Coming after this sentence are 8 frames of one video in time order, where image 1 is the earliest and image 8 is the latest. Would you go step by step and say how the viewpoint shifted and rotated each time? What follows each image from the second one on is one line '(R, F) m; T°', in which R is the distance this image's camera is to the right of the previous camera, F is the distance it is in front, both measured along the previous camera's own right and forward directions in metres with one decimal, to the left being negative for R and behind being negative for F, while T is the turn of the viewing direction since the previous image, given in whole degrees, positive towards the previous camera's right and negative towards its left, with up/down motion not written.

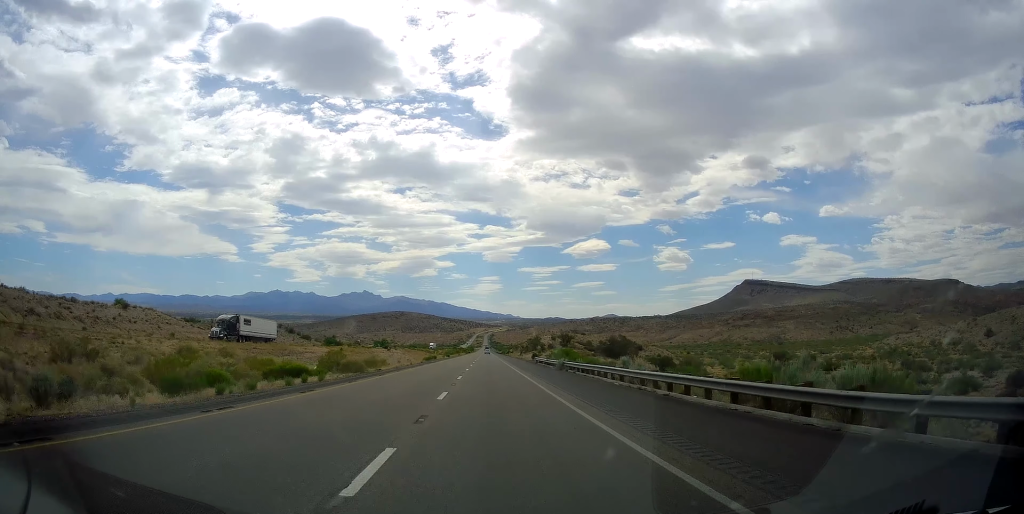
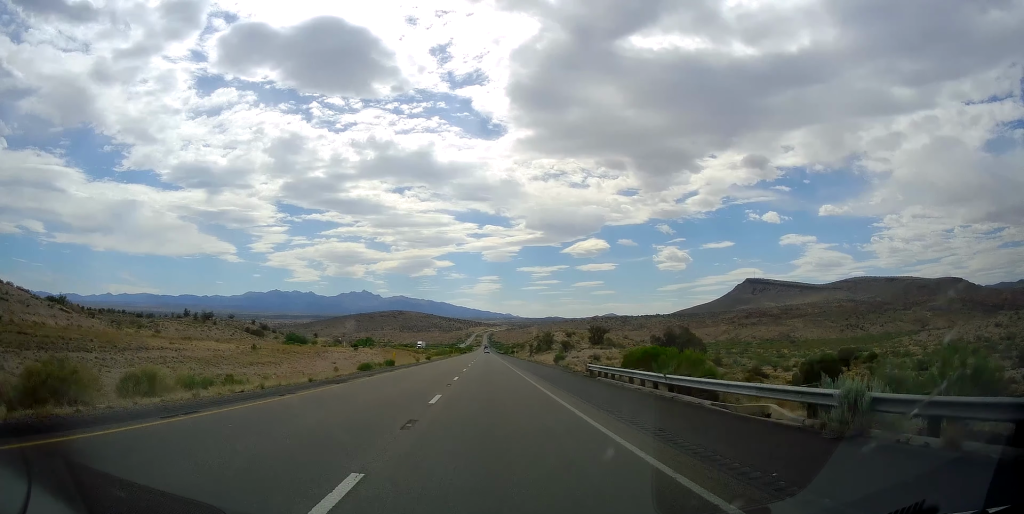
(0.0, +38.1) m; 0°
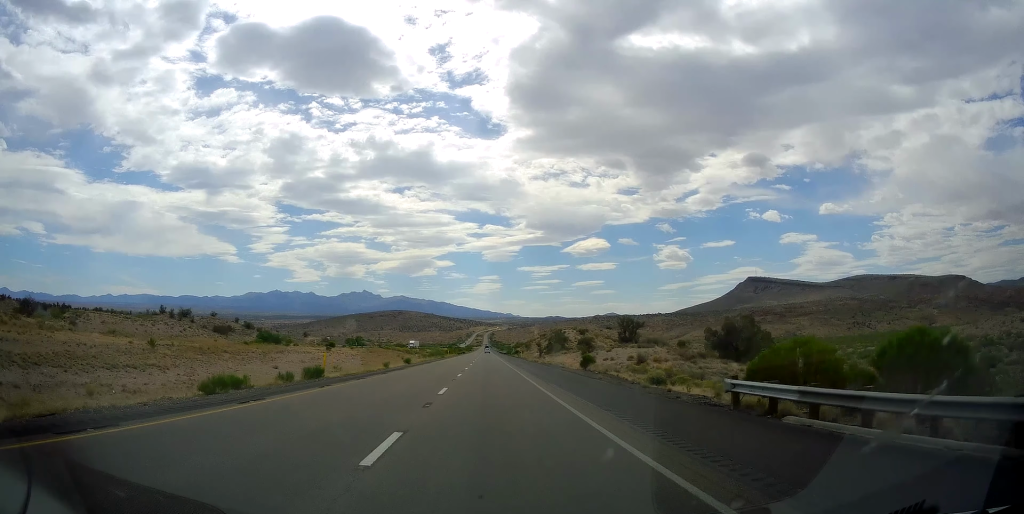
(0.0, +20.9) m; 0°
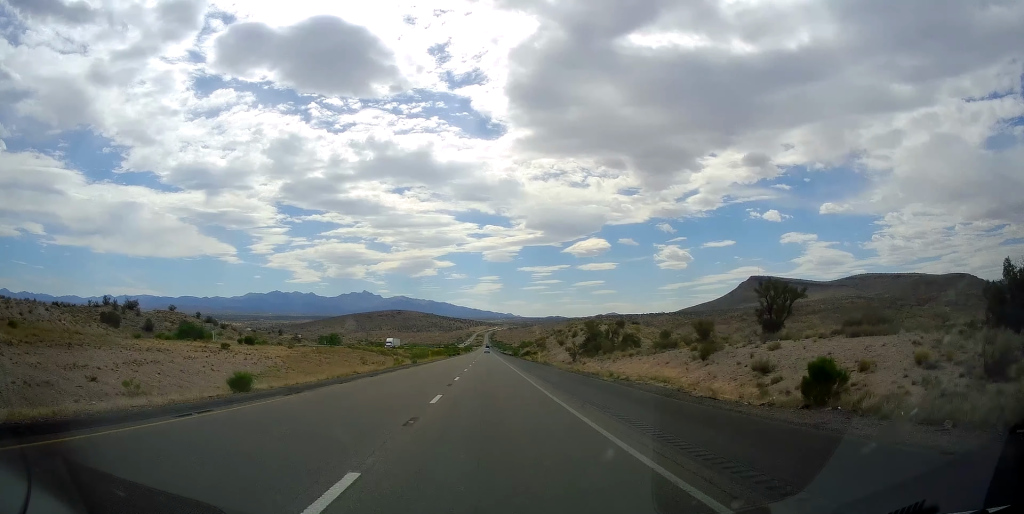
(0.0, +39.3) m; -1°
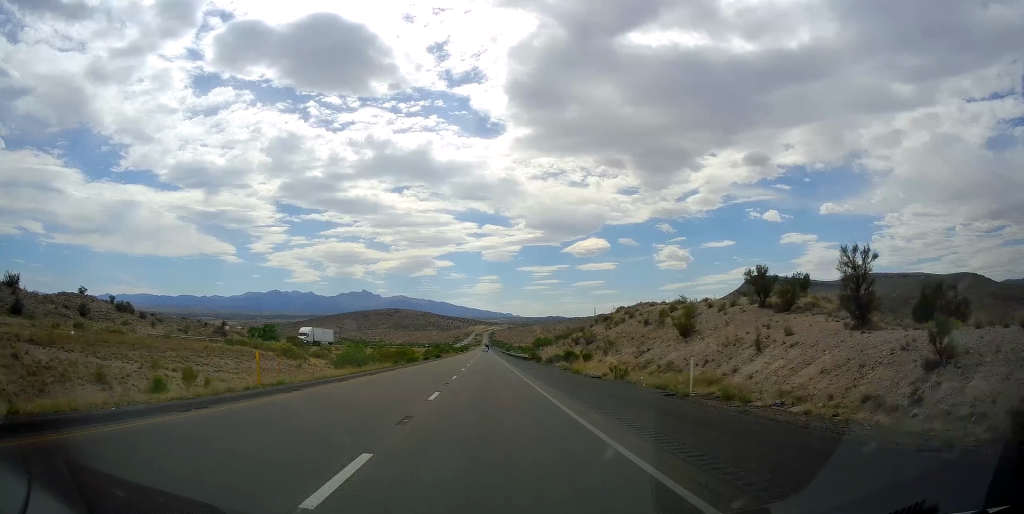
(-0.3, +60.5) m; 0°
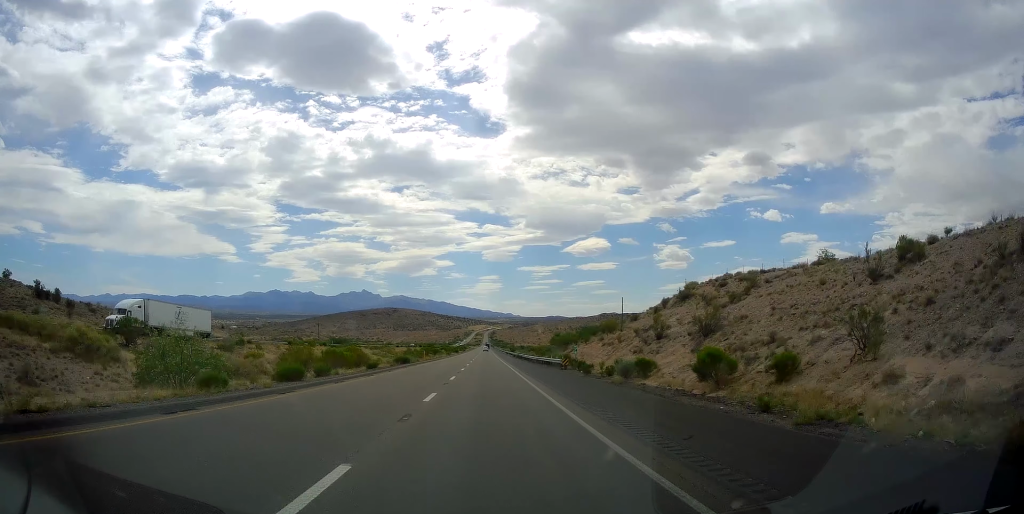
(+0.3, +37.1) m; 0°
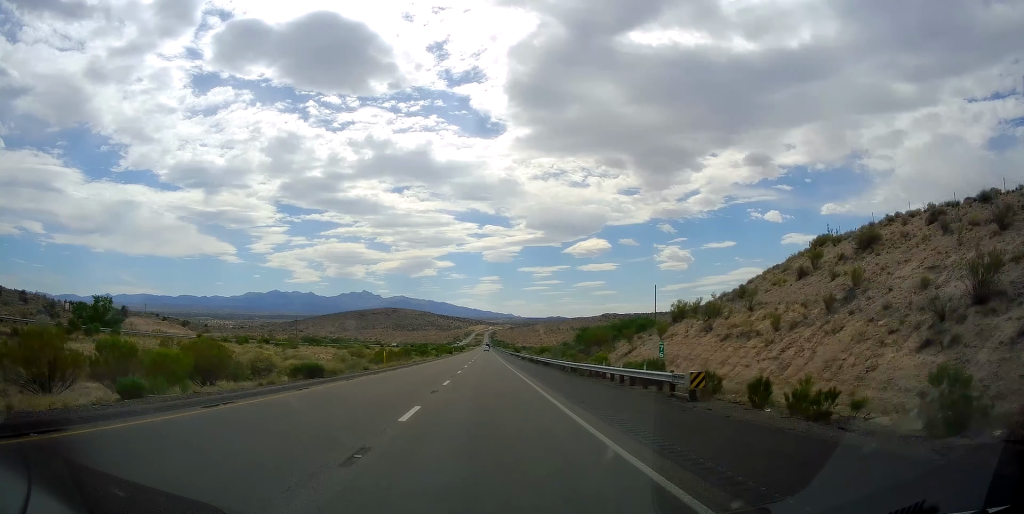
(0.0, +28.9) m; 0°
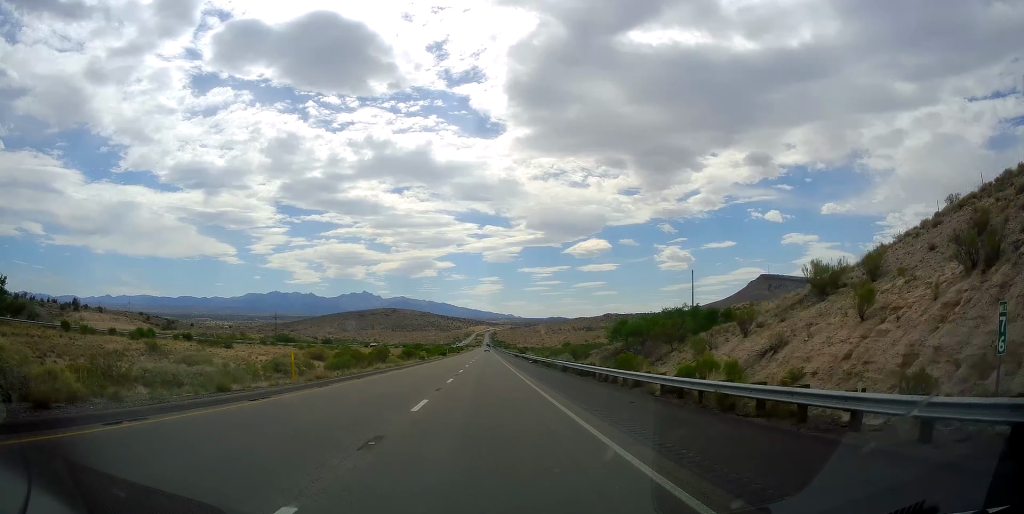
(0.0, +21.9) m; 0°
